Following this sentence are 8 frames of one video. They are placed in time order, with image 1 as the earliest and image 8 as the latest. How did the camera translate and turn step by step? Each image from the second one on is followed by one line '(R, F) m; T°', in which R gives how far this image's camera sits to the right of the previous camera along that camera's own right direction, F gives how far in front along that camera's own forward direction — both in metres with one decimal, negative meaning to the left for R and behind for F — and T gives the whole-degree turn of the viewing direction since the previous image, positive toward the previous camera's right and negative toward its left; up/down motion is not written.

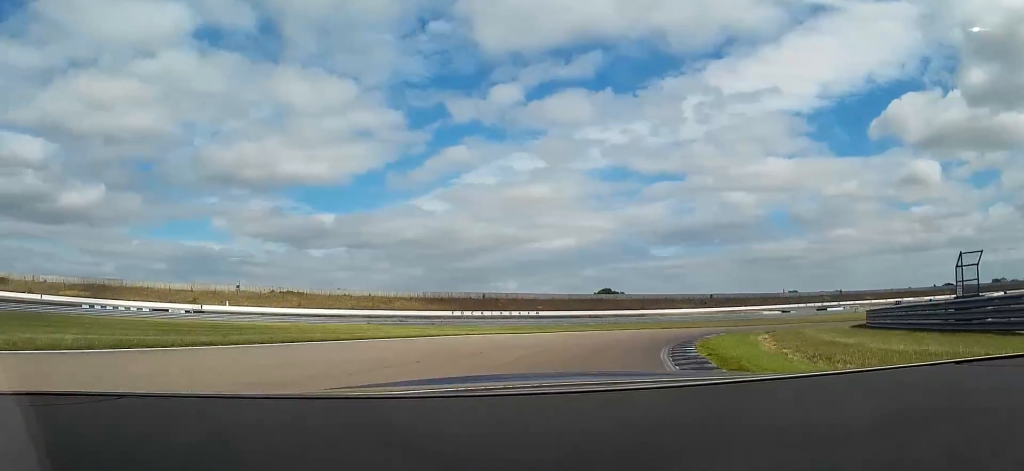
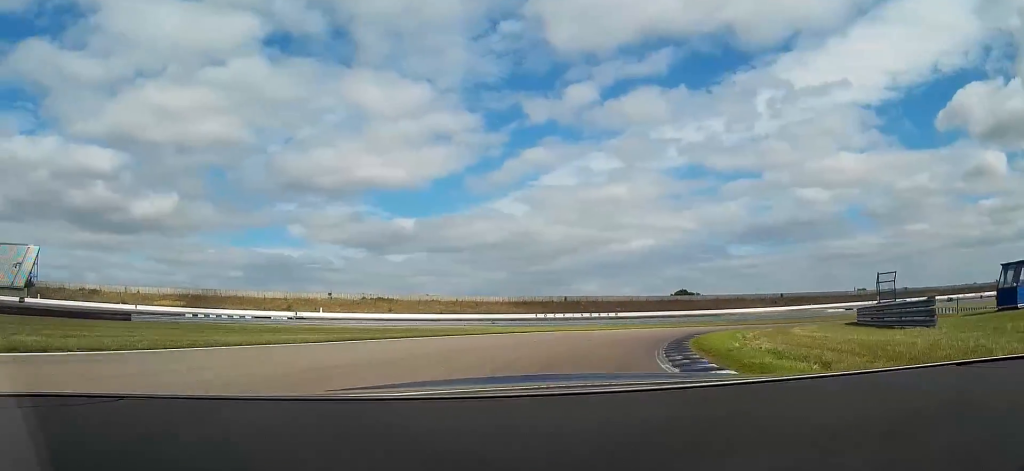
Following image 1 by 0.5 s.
(-1.0, +12.1) m; -8°
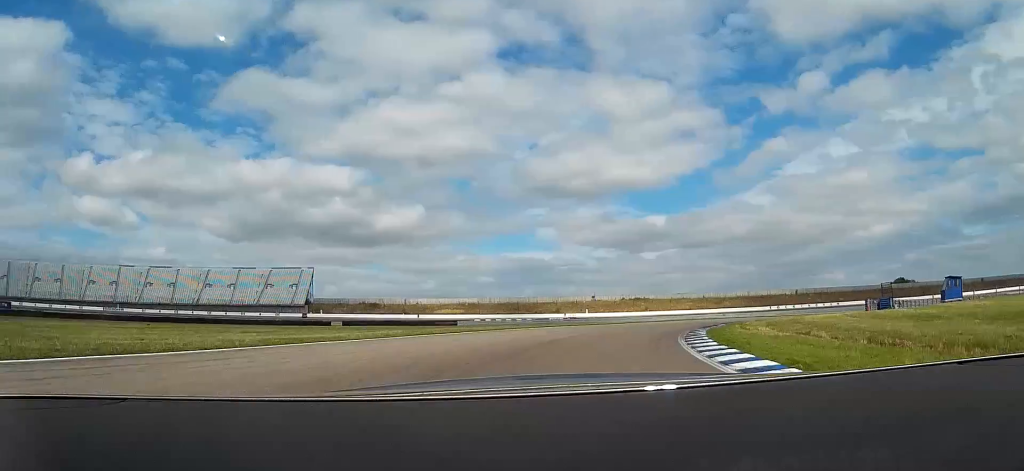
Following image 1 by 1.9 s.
(-7.0, +33.8) m; -22°
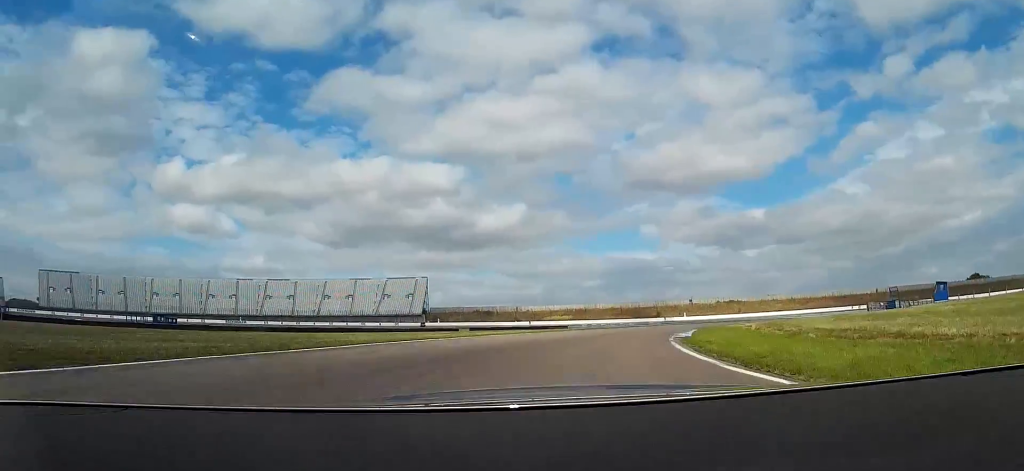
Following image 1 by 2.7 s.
(-1.9, +20.1) m; -9°
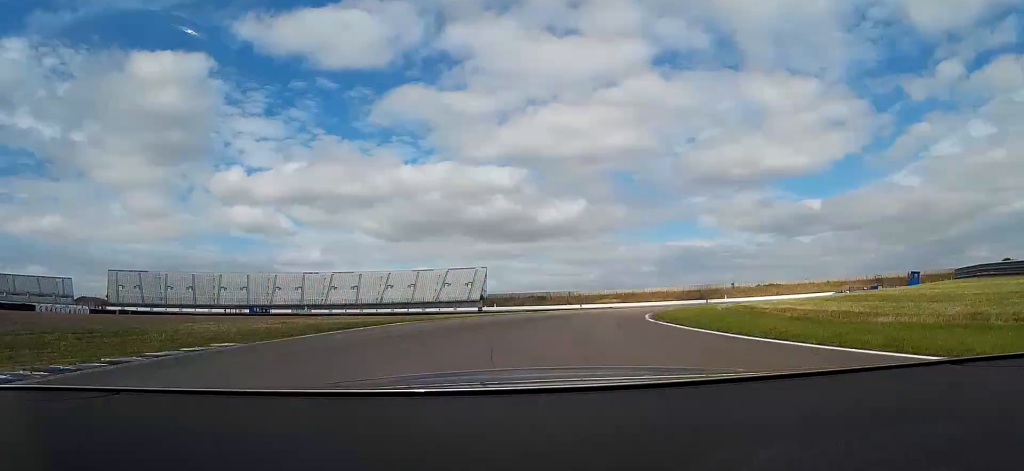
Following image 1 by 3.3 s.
(-0.7, +17.7) m; -6°
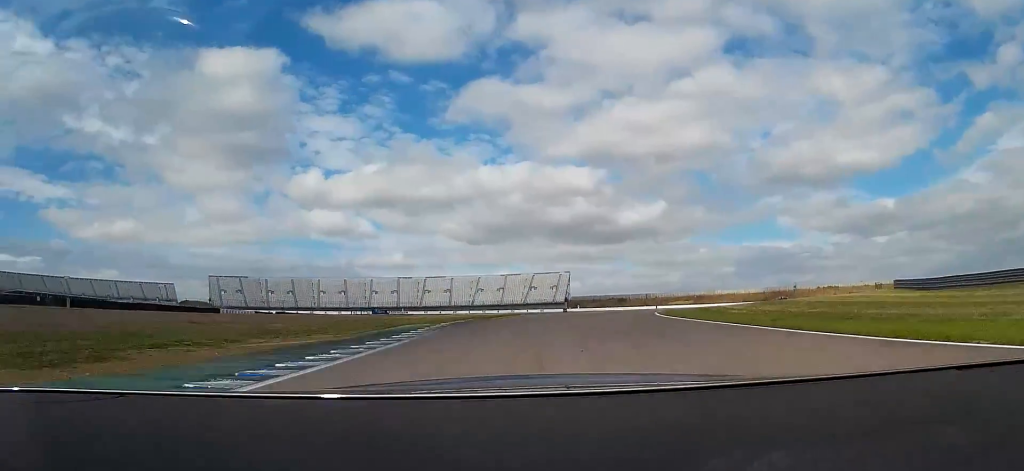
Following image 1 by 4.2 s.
(-1.4, +25.6) m; -6°
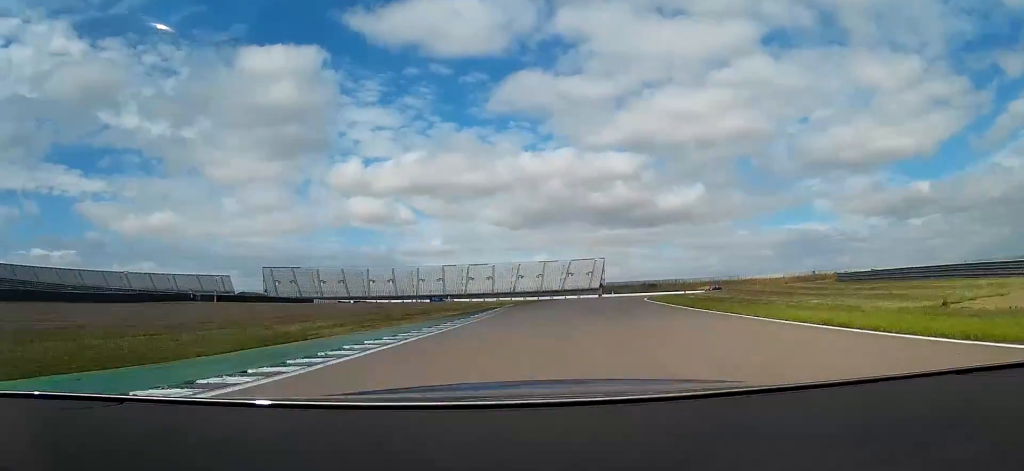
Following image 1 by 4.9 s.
(-1.0, +23.8) m; -2°
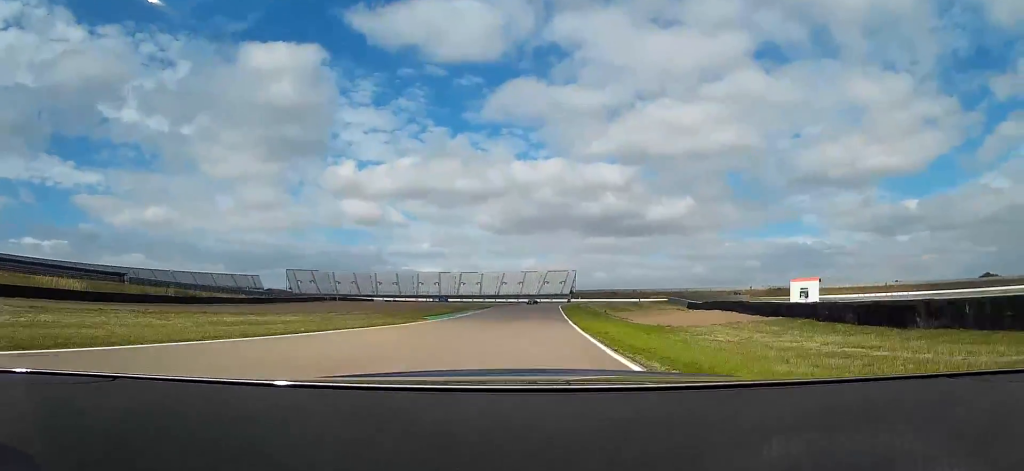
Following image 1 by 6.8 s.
(-1.1, +68.5) m; 0°
